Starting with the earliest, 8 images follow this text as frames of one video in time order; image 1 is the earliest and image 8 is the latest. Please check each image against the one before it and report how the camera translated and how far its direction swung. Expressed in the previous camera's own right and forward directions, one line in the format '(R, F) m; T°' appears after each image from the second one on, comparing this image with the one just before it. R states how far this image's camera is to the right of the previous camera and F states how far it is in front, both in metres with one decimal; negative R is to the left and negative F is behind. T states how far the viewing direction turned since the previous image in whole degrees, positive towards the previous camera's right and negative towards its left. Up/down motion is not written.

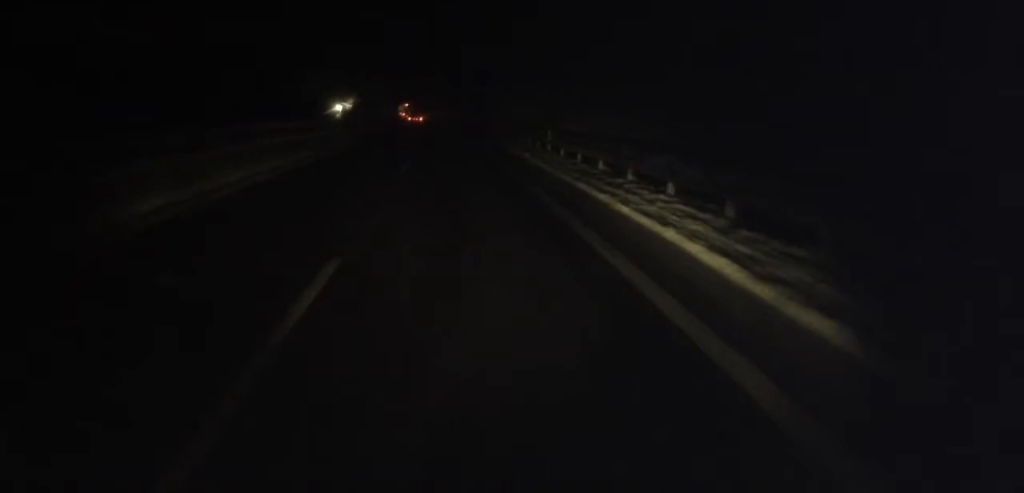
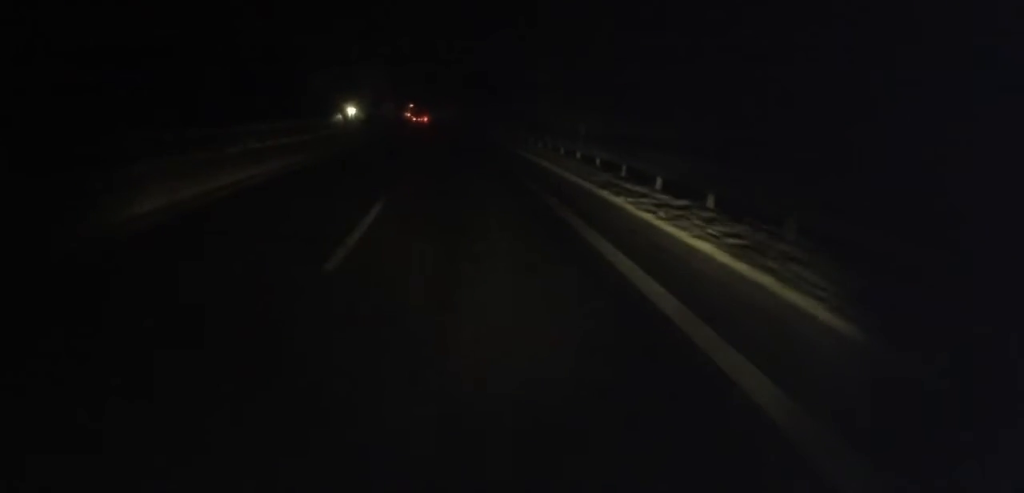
(0.0, +30.4) m; 0°
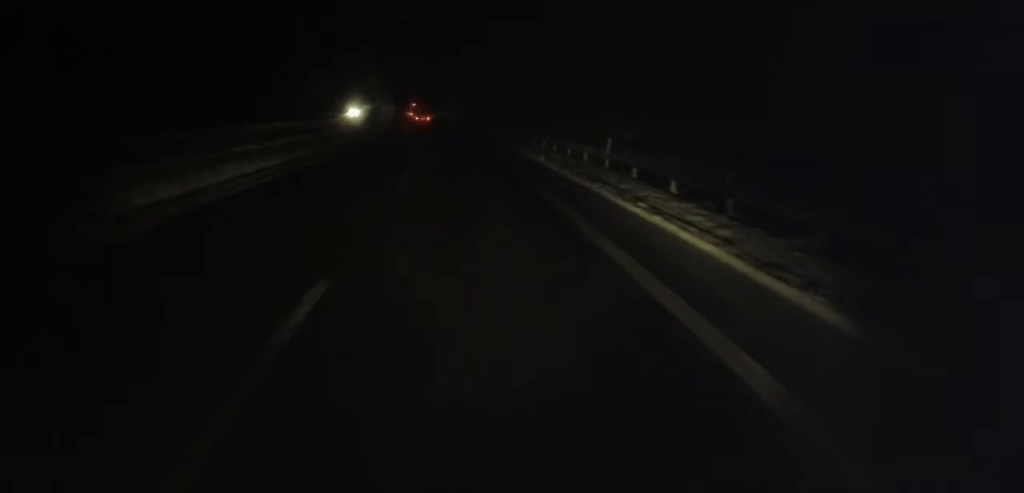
(-0.1, +24.7) m; -1°
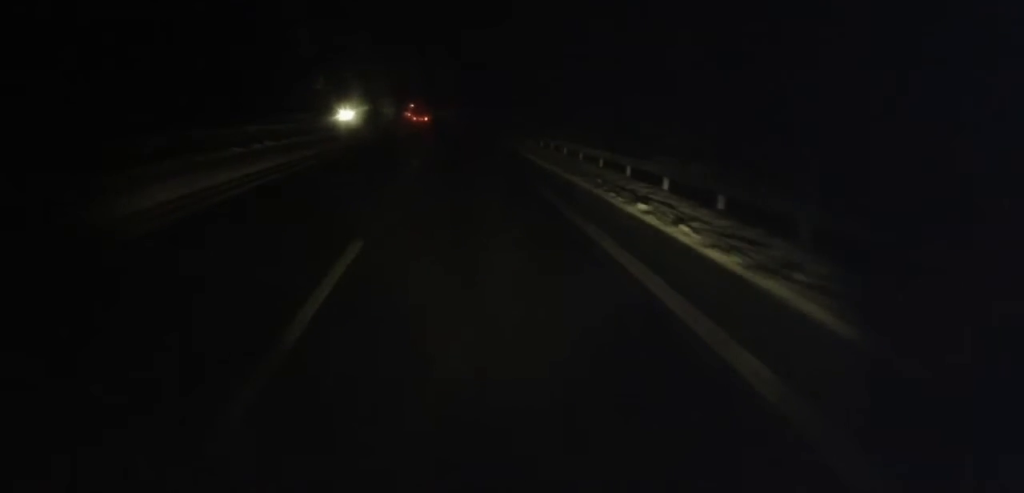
(-0.2, +15.3) m; -1°
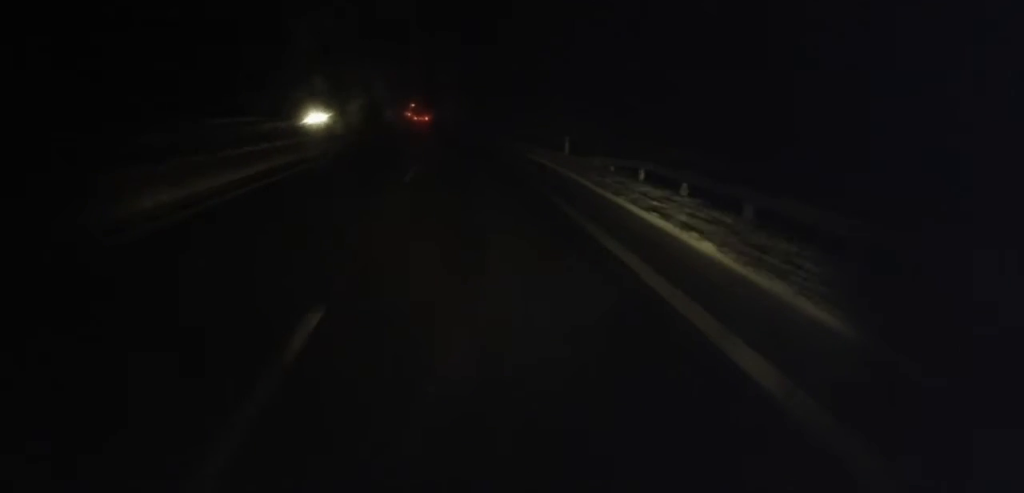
(-0.1, +21.2) m; -2°
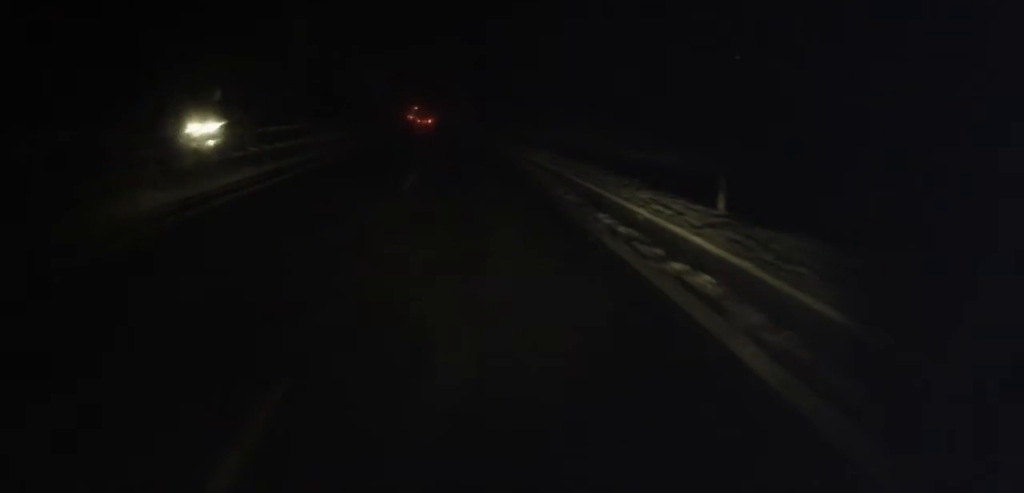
(-0.7, +19.4) m; -1°
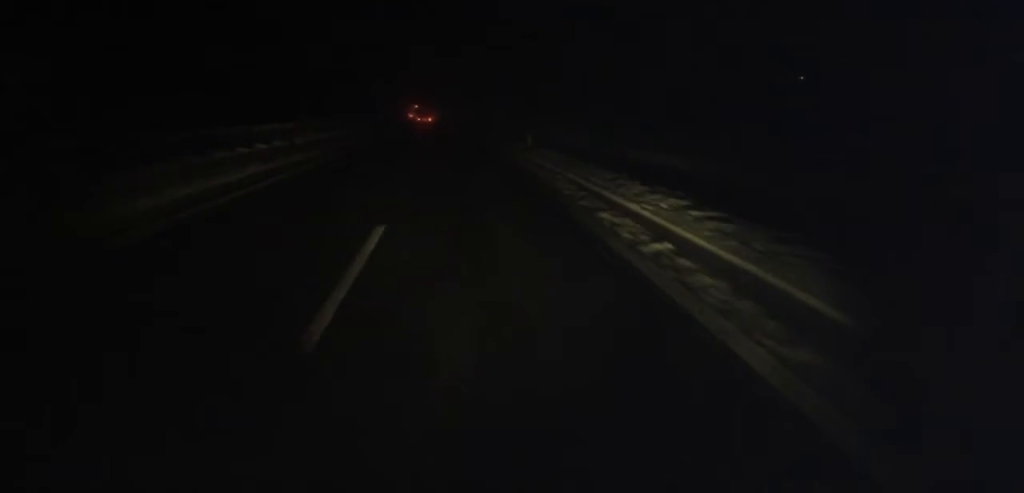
(-0.2, +11.1) m; 0°
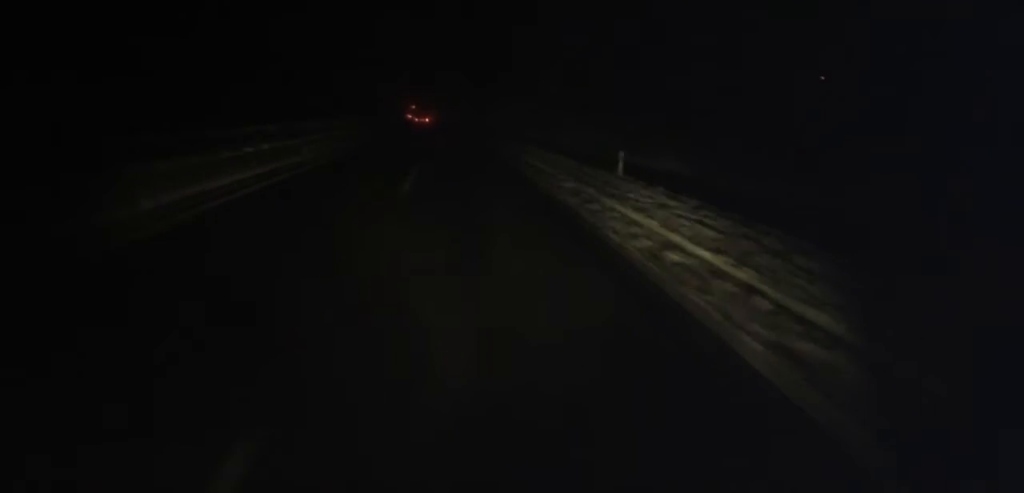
(+0.6, +25.2) m; +1°
